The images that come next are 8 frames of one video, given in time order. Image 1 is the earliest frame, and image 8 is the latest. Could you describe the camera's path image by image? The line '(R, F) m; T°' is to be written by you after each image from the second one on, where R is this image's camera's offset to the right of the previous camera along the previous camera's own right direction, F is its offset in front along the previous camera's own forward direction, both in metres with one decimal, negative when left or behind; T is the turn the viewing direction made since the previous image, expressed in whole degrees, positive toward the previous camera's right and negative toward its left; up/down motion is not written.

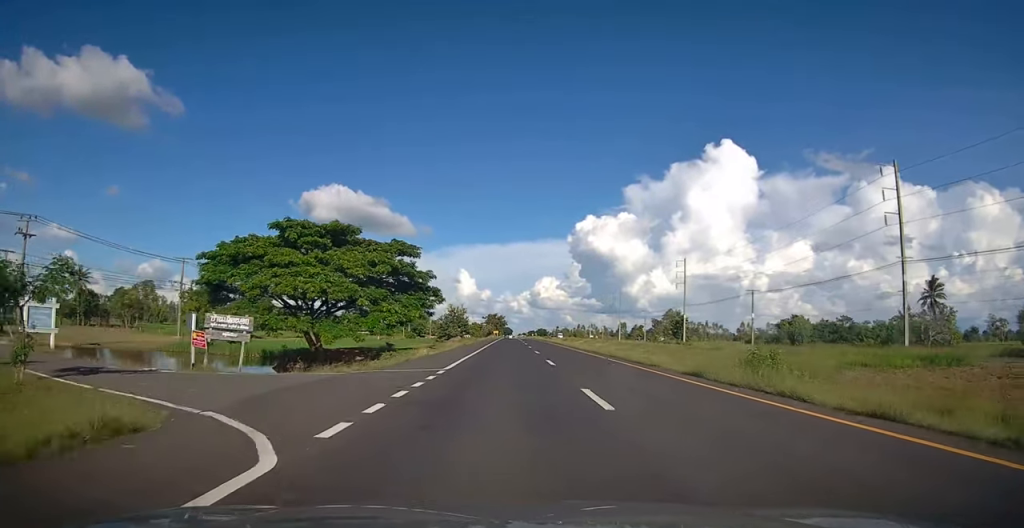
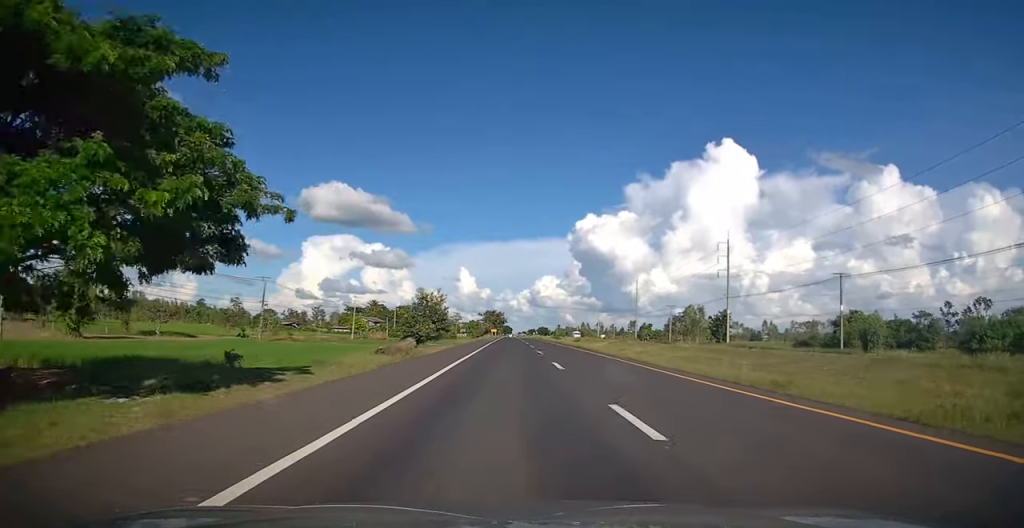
(+0.1, +26.8) m; 0°
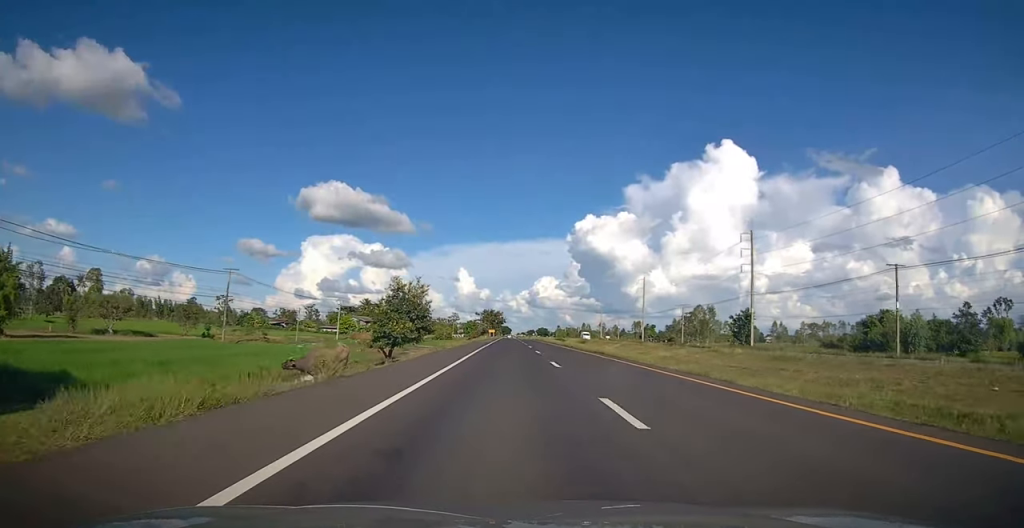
(-0.1, +11.6) m; 0°
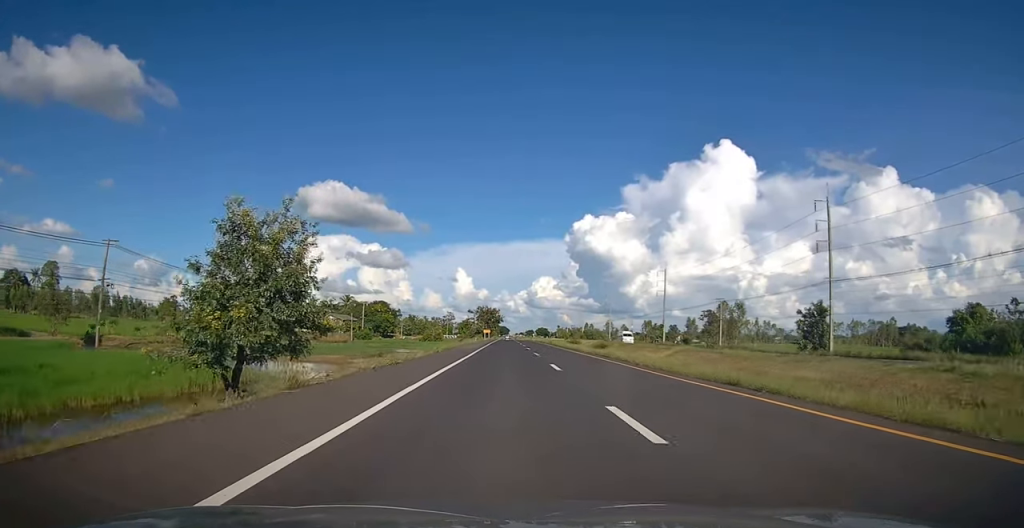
(+0.3, +25.1) m; 0°
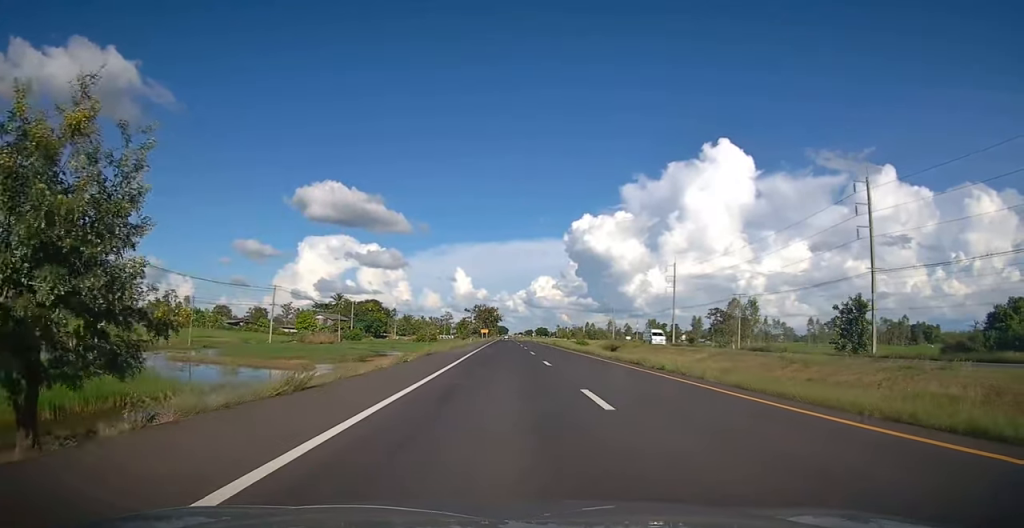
(-0.1, +9.3) m; 0°
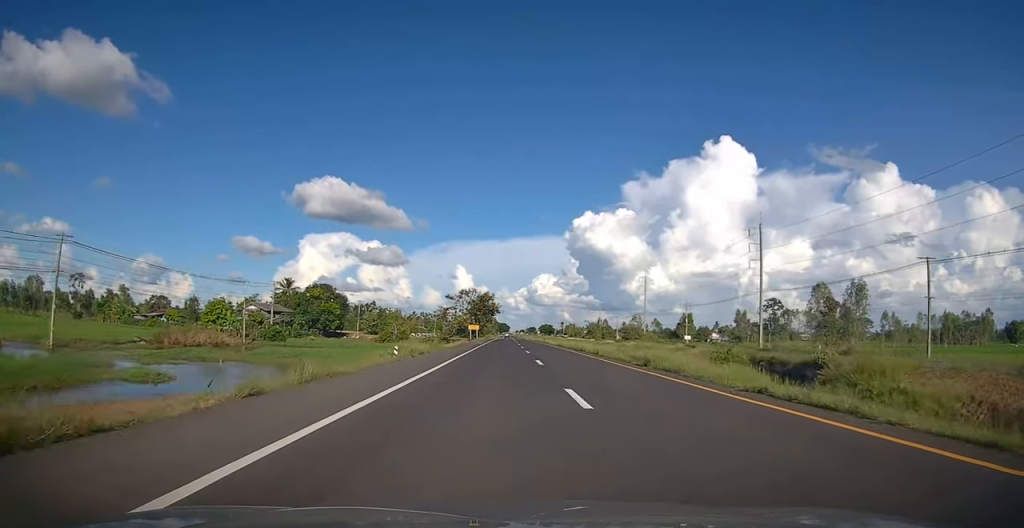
(-0.2, +47.9) m; 0°
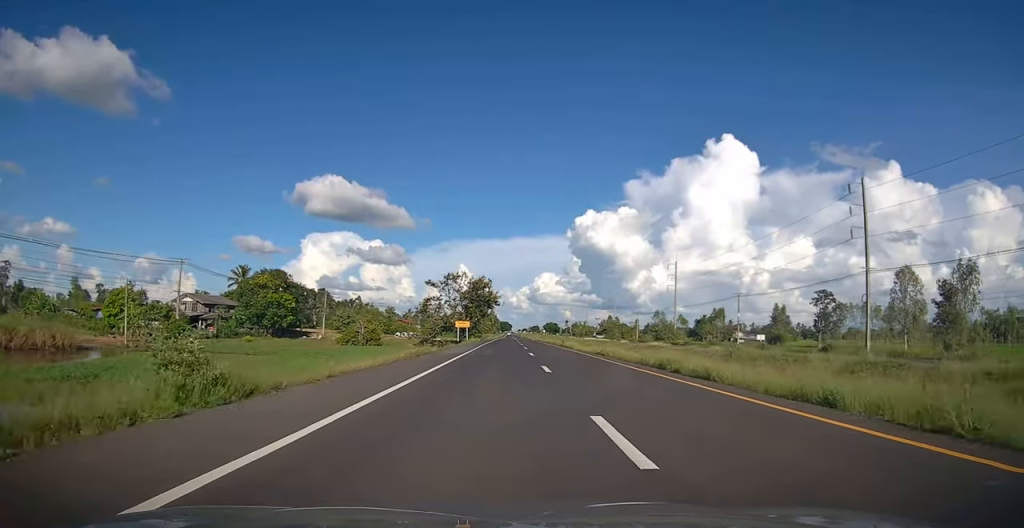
(0.0, +28.1) m; 0°
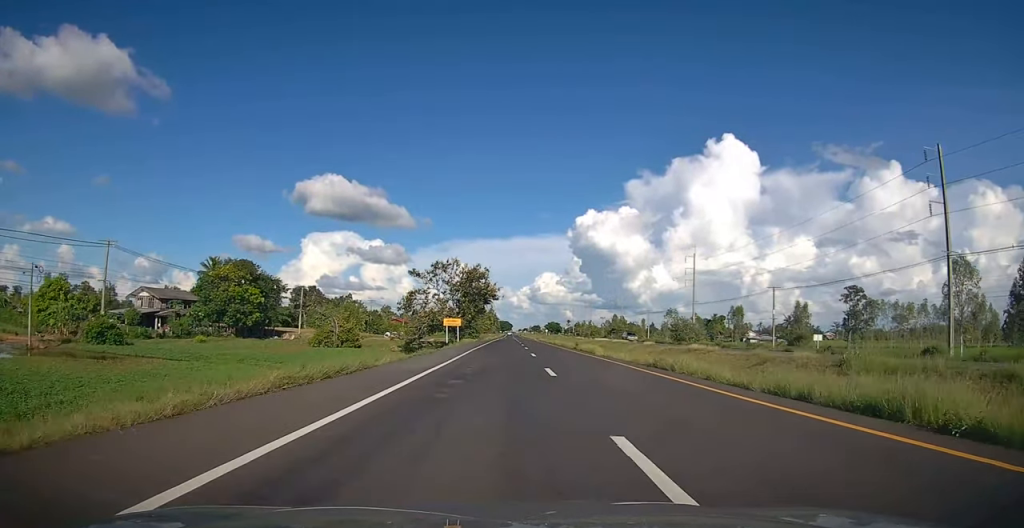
(0.0, +13.6) m; 0°
